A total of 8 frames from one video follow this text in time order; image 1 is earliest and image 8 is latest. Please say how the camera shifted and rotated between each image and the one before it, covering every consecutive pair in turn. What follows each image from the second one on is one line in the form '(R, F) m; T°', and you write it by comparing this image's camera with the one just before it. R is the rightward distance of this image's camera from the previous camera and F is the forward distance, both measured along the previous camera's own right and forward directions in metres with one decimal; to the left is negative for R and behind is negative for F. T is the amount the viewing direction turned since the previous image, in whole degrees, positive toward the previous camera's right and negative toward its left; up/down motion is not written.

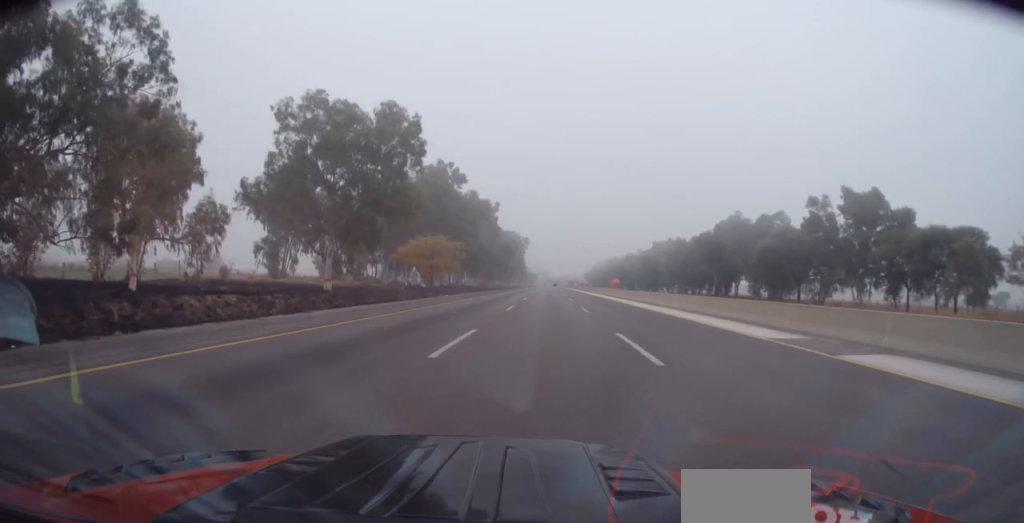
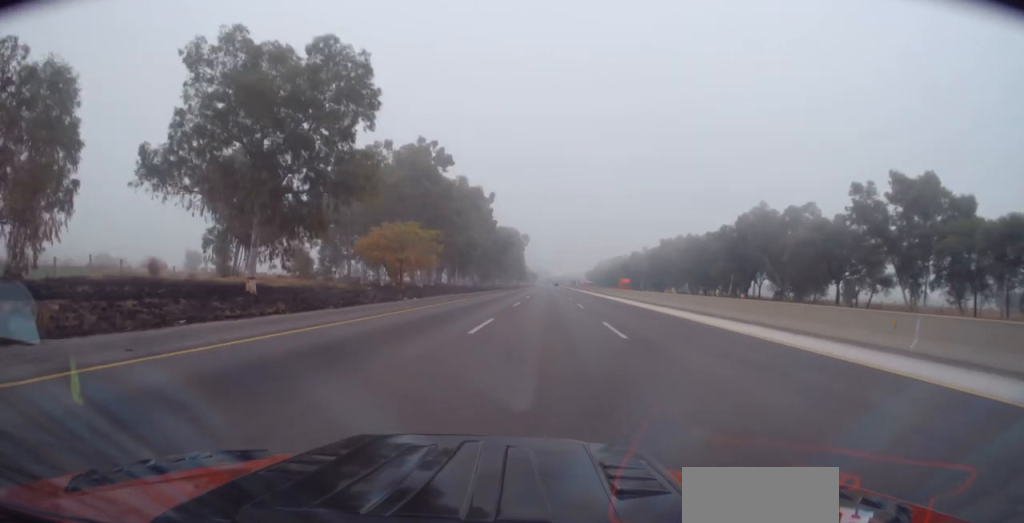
(+0.1, +14.0) m; -1°
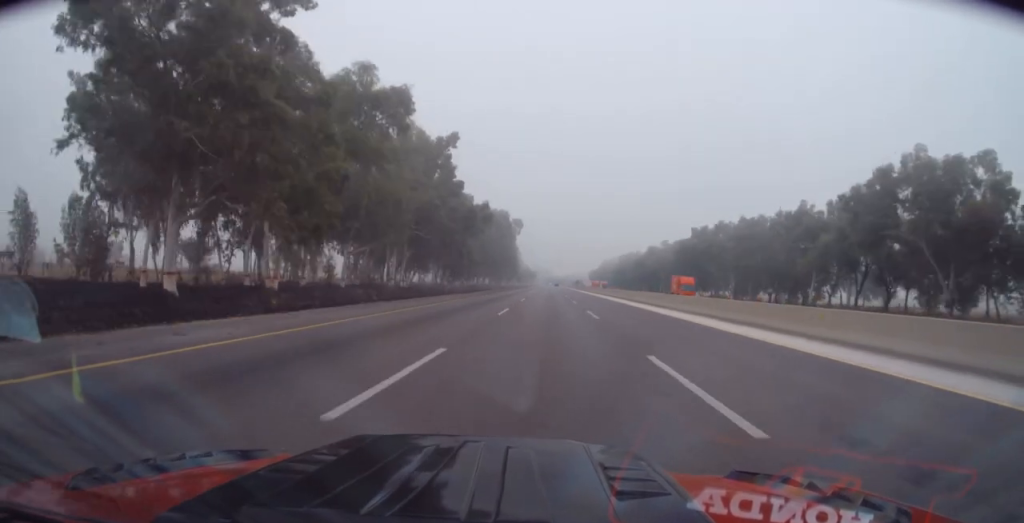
(-0.2, +45.0) m; +1°
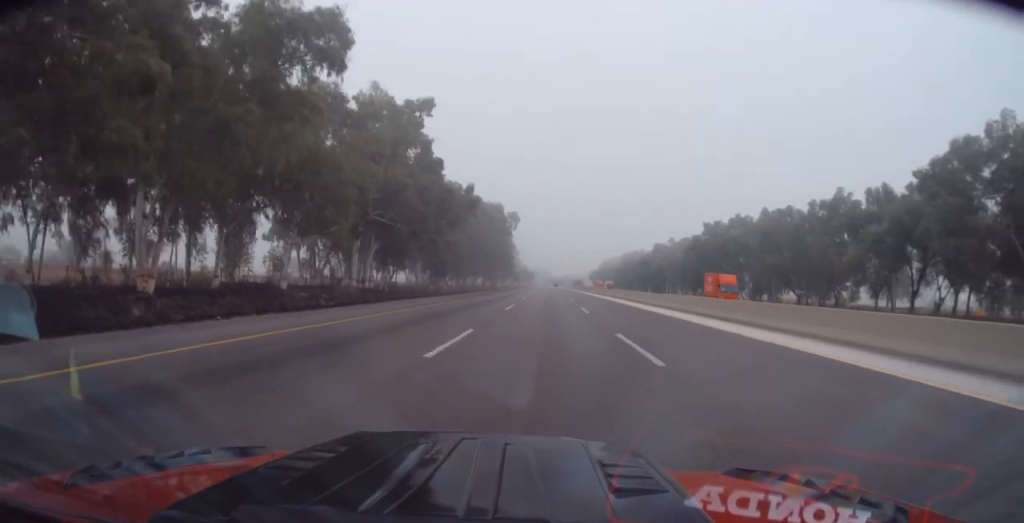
(+0.1, +13.2) m; 0°
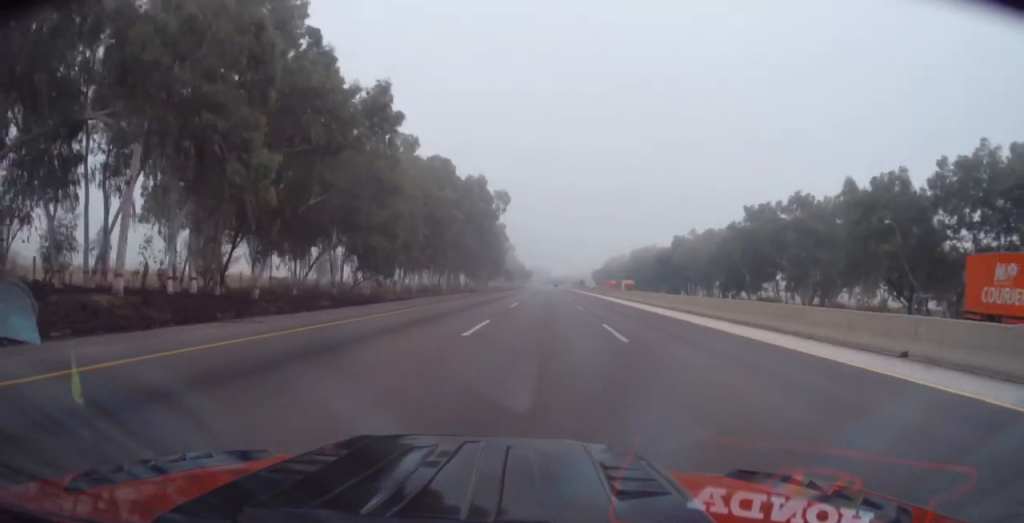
(-0.3, +31.5) m; 0°
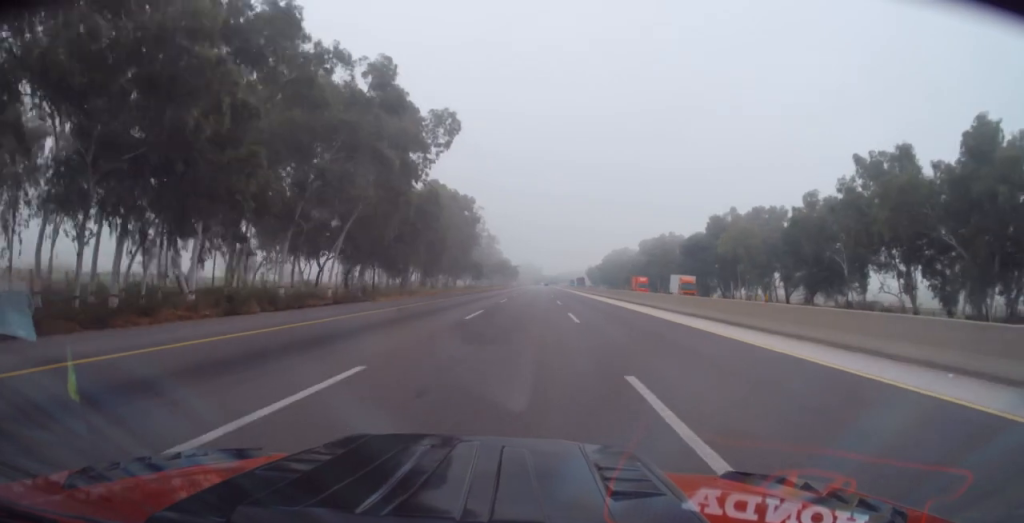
(+0.4, +47.1) m; +1°
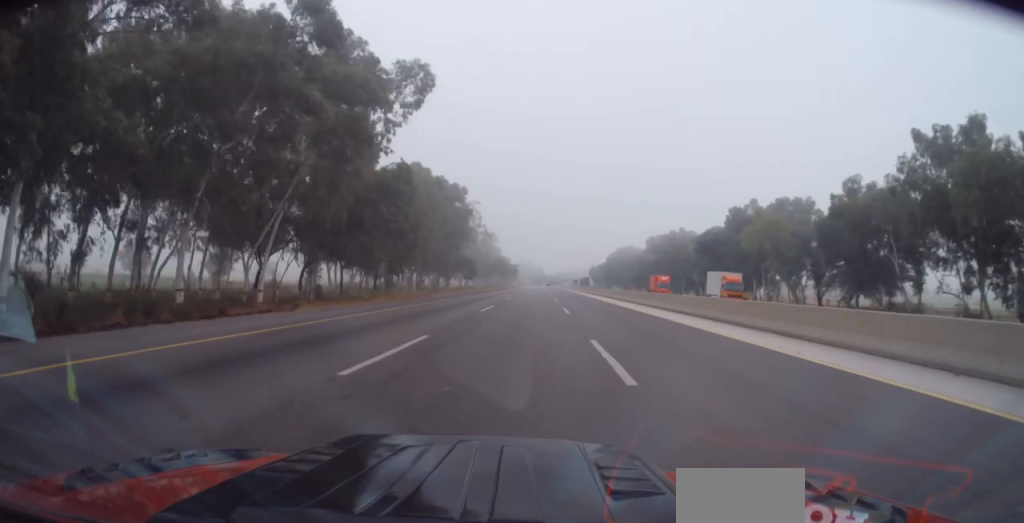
(0.0, +12.6) m; 0°
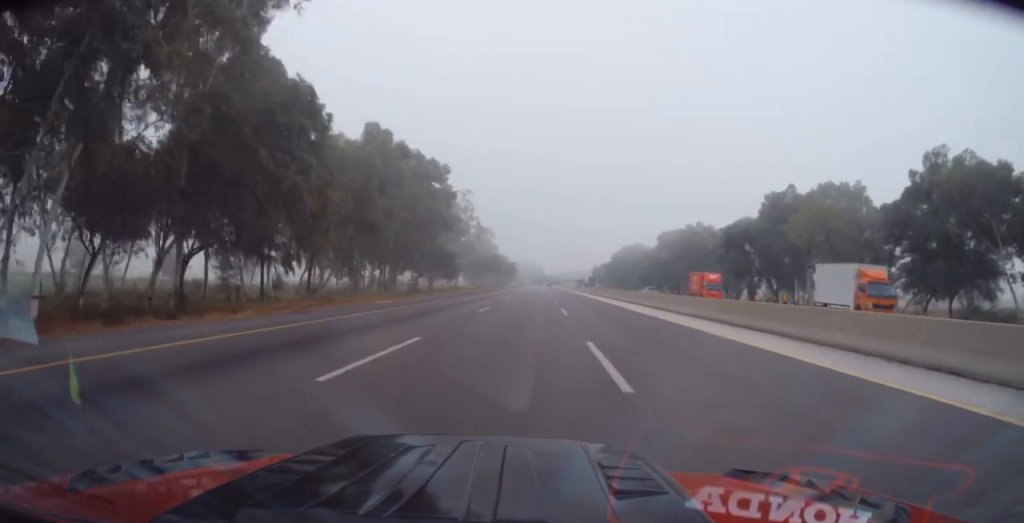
(+0.2, +18.5) m; -1°
